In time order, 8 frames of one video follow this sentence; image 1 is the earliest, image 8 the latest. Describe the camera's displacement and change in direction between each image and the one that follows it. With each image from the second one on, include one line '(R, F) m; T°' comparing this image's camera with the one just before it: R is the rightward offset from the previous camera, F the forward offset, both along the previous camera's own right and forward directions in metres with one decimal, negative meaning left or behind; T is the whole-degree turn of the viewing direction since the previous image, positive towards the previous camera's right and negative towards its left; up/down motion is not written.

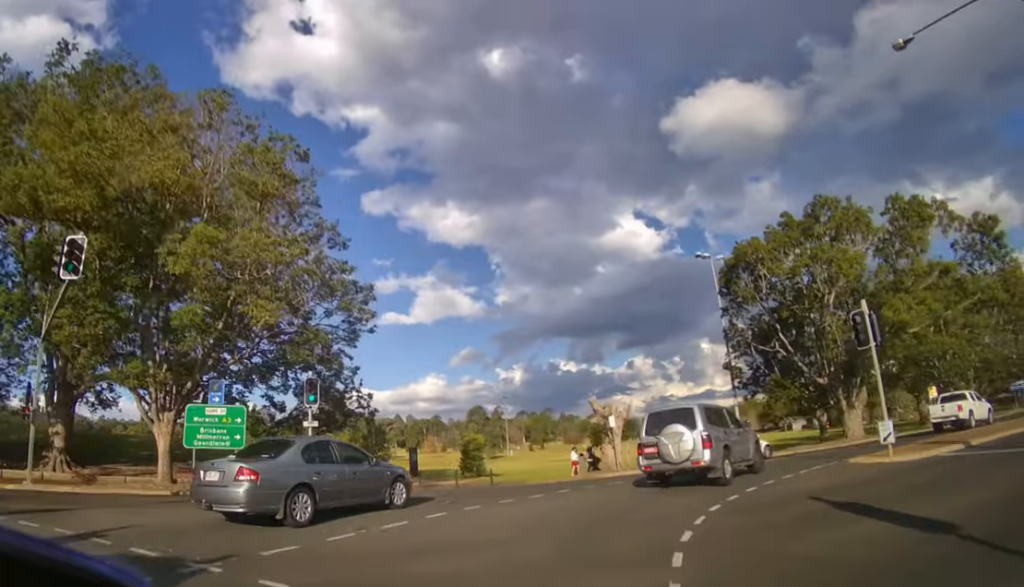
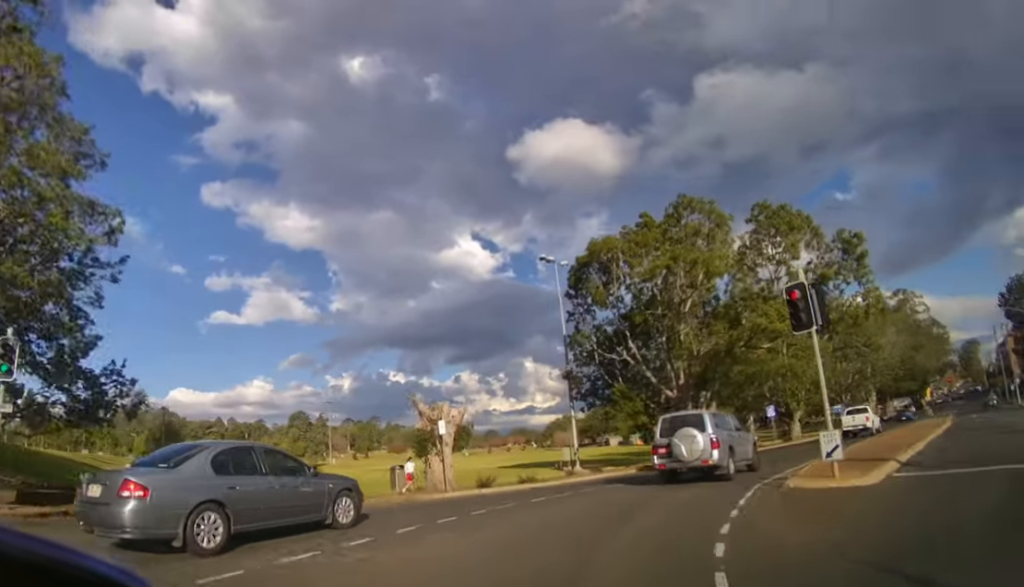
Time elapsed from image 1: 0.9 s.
(+0.6, +5.6) m; +16°
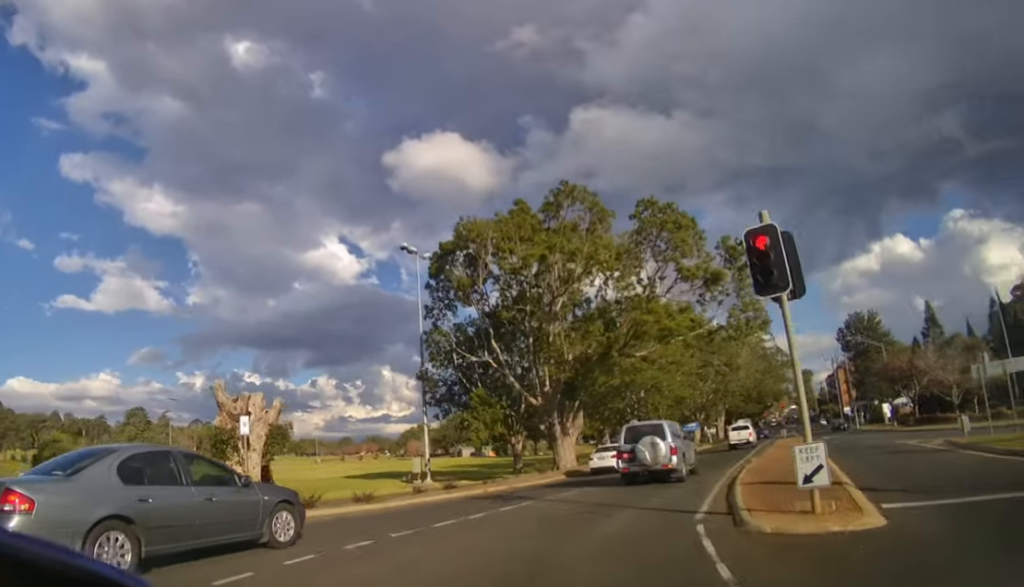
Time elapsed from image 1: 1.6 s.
(+0.6, +4.6) m; +15°
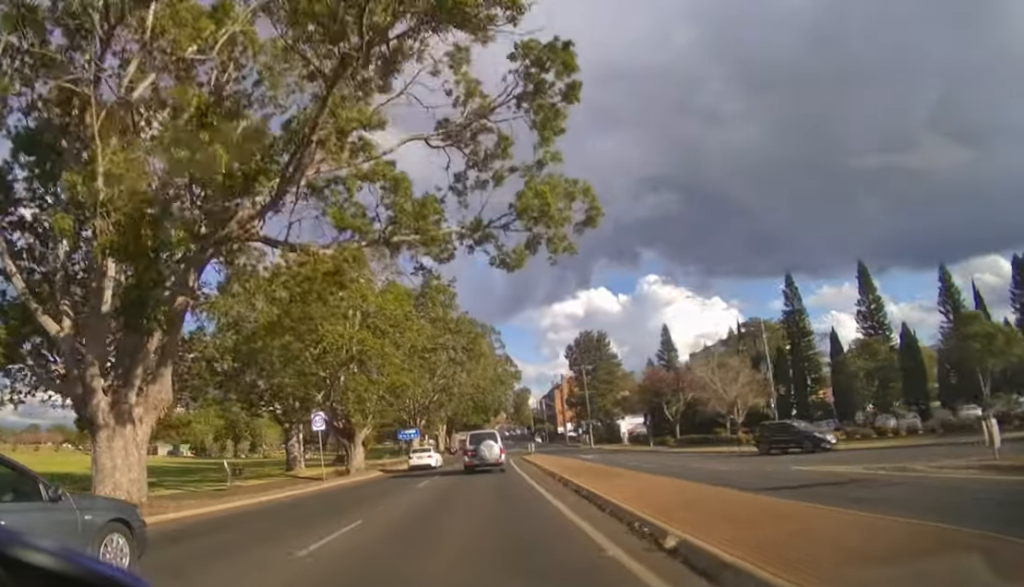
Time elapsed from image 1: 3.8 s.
(+6.5, +16.2) m; +34°
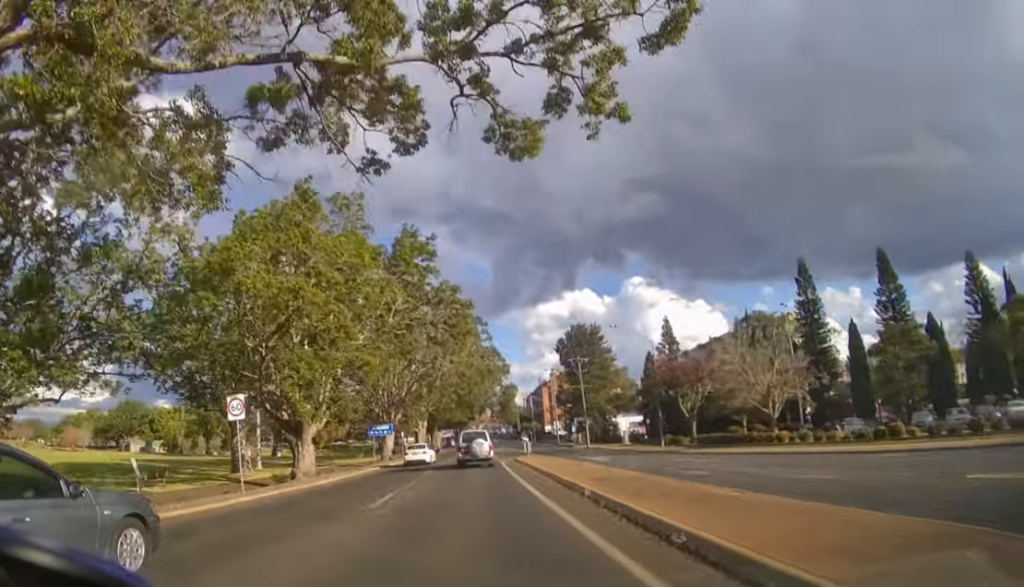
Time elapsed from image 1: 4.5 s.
(+0.4, +7.9) m; +4°
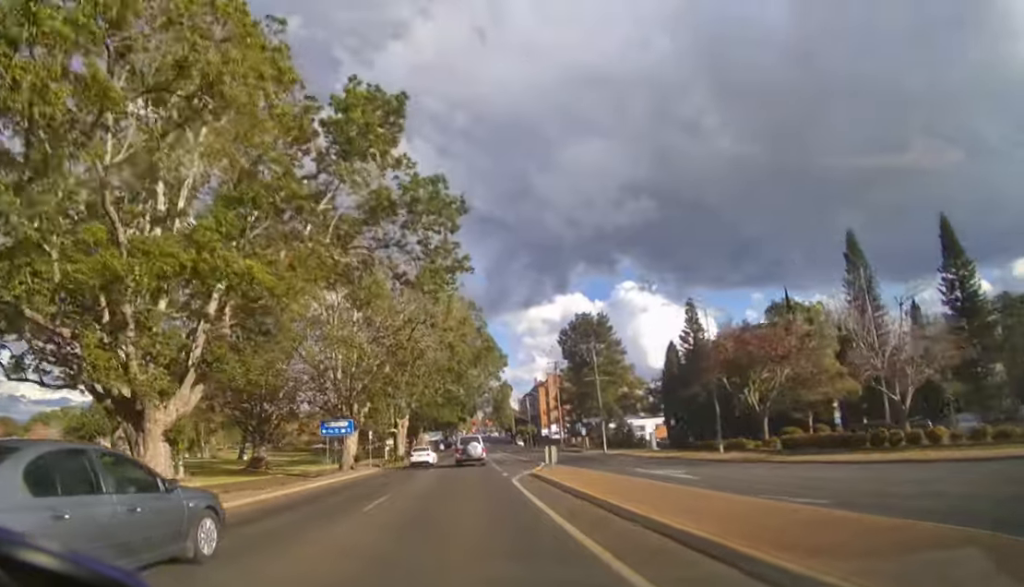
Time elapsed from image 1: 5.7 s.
(+0.3, +13.2) m; +1°
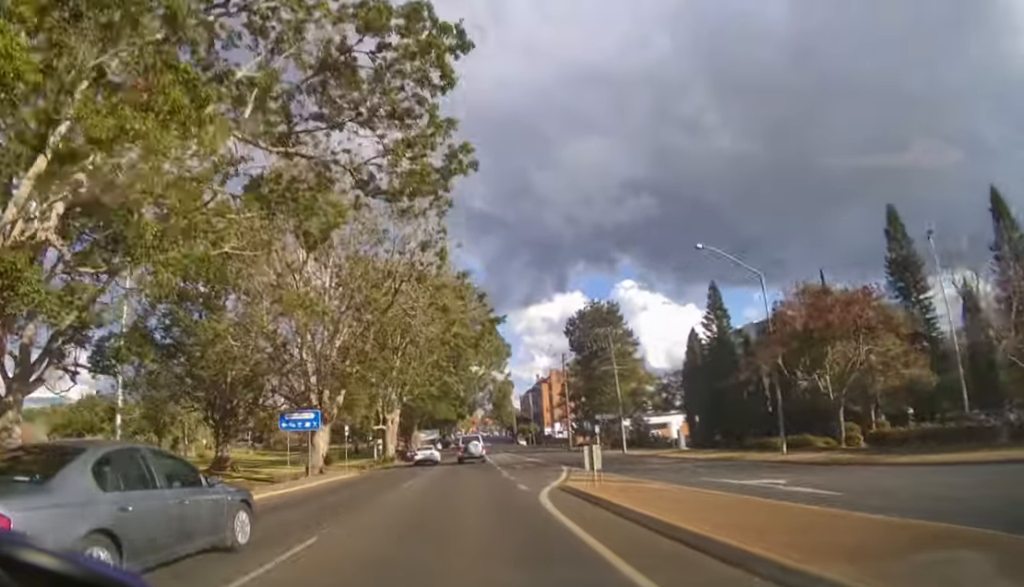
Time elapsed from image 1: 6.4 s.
(0.0, +6.5) m; 0°
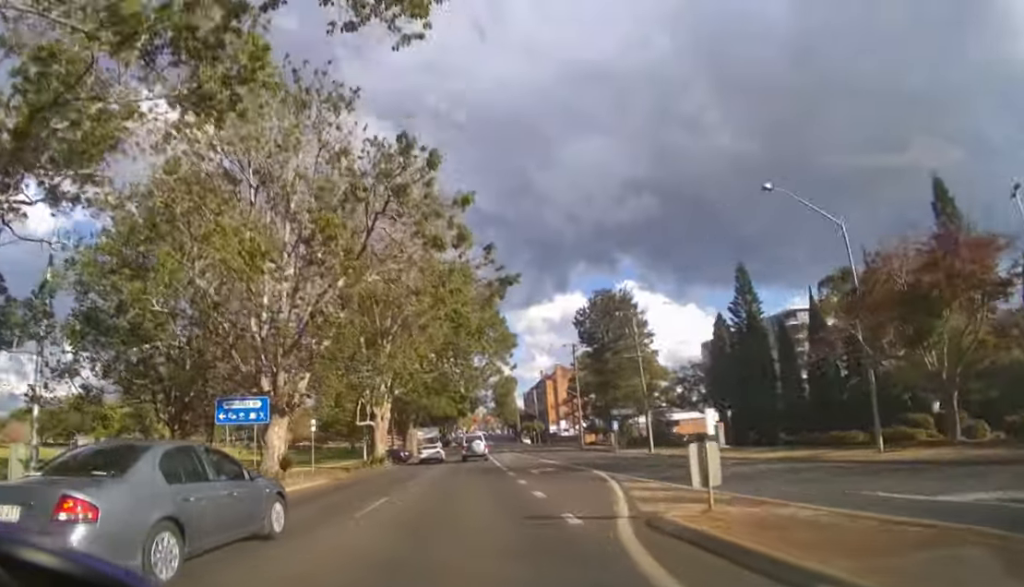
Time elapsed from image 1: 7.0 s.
(0.0, +5.6) m; 0°
